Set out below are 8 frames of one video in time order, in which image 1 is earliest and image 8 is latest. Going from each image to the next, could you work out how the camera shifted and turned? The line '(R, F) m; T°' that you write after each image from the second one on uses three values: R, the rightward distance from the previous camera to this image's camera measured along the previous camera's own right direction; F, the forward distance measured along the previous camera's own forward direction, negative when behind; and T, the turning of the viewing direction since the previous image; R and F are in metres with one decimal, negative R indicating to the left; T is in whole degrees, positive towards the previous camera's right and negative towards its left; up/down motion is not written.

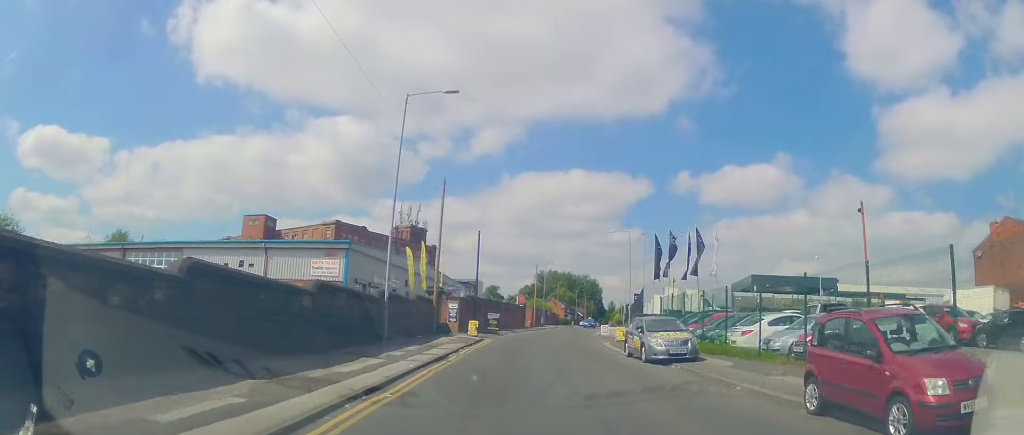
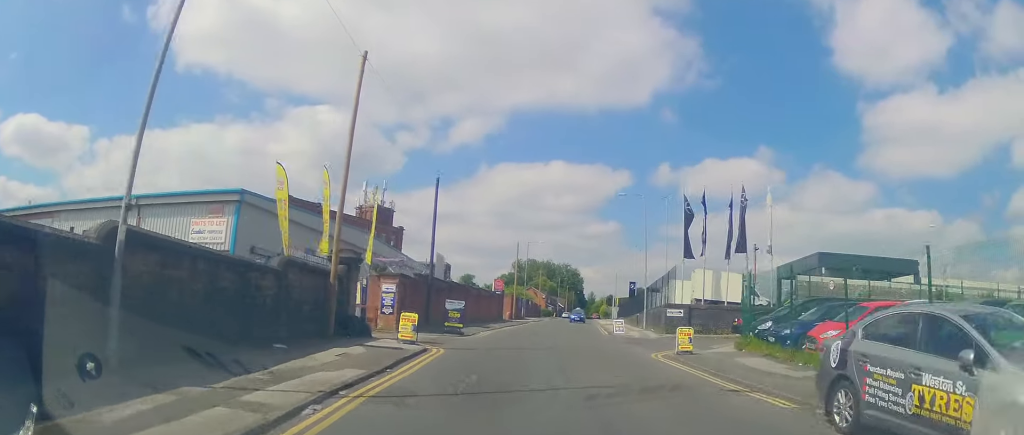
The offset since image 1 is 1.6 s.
(+0.4, +15.2) m; +4°
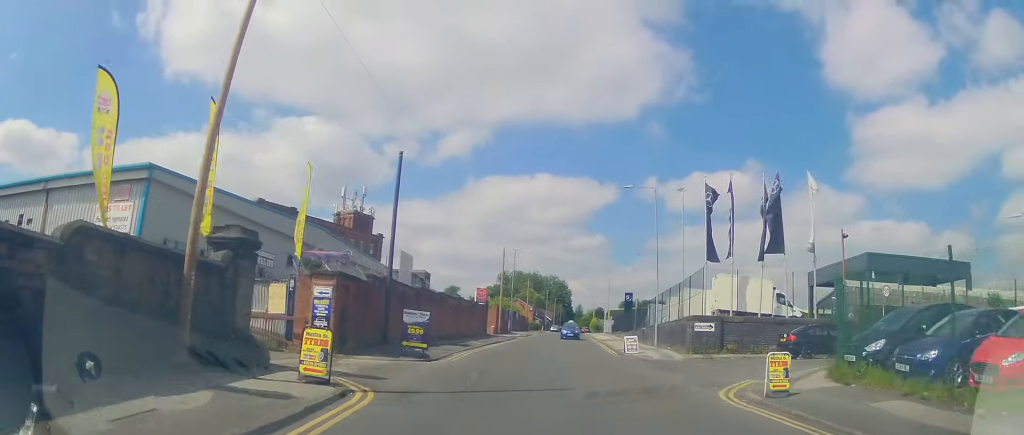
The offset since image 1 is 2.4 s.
(+0.1, +7.2) m; +2°
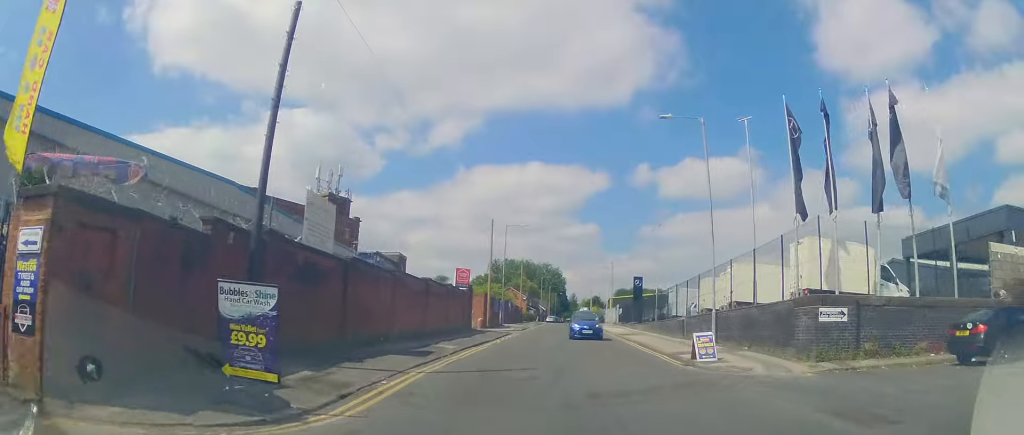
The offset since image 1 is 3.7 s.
(+0.3, +11.6) m; +2°
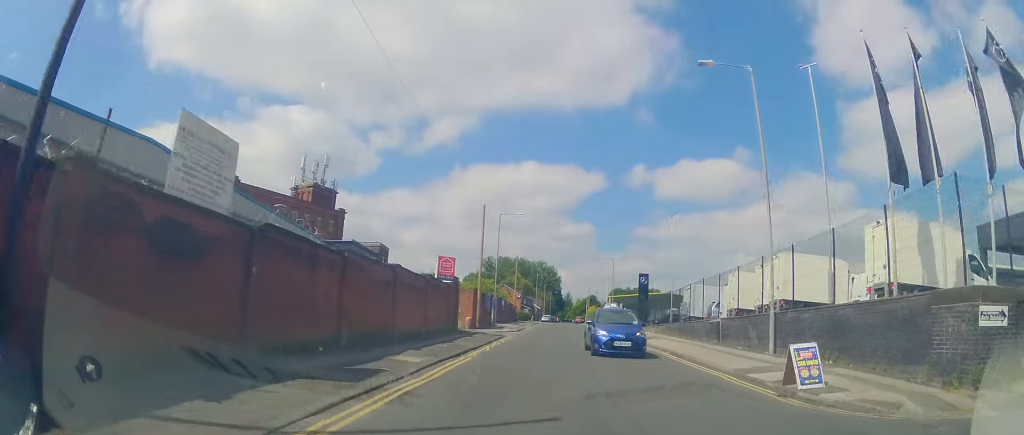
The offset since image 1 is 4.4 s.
(0.0, +6.3) m; 0°
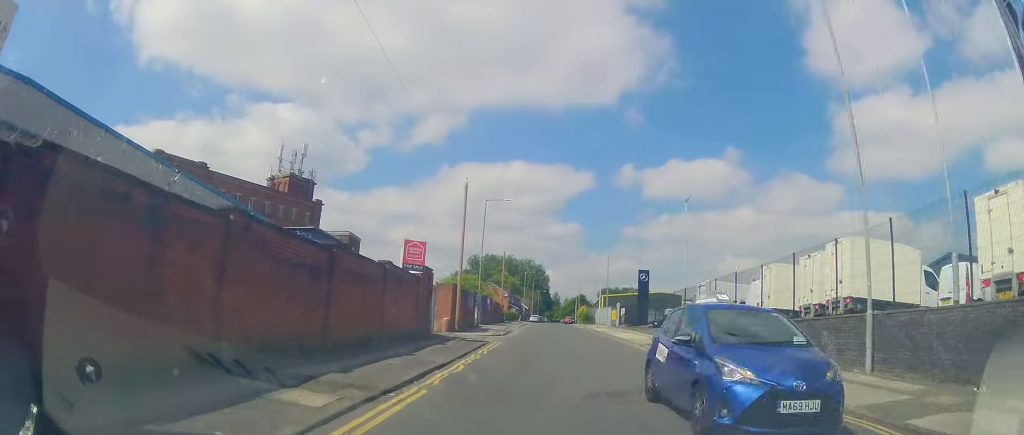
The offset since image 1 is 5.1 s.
(-0.1, +6.3) m; 0°
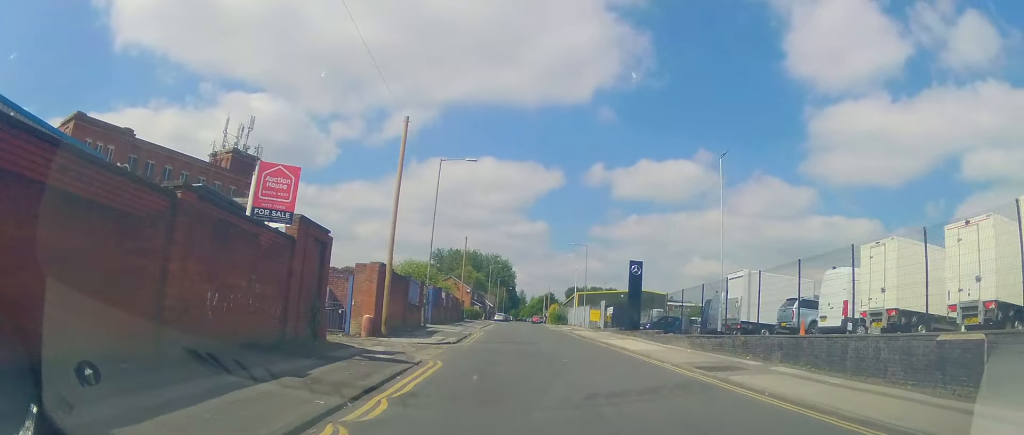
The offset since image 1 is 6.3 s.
(+0.5, +11.3) m; +3°
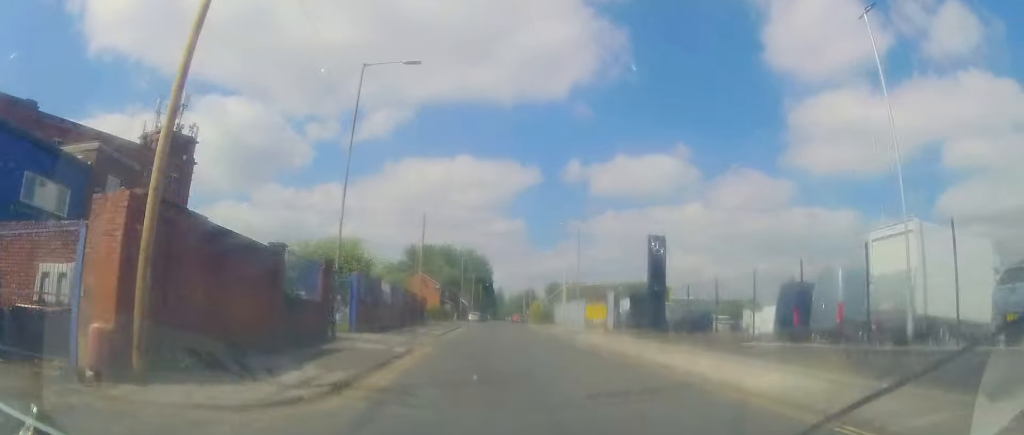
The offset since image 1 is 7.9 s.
(+0.1, +14.2) m; +1°
